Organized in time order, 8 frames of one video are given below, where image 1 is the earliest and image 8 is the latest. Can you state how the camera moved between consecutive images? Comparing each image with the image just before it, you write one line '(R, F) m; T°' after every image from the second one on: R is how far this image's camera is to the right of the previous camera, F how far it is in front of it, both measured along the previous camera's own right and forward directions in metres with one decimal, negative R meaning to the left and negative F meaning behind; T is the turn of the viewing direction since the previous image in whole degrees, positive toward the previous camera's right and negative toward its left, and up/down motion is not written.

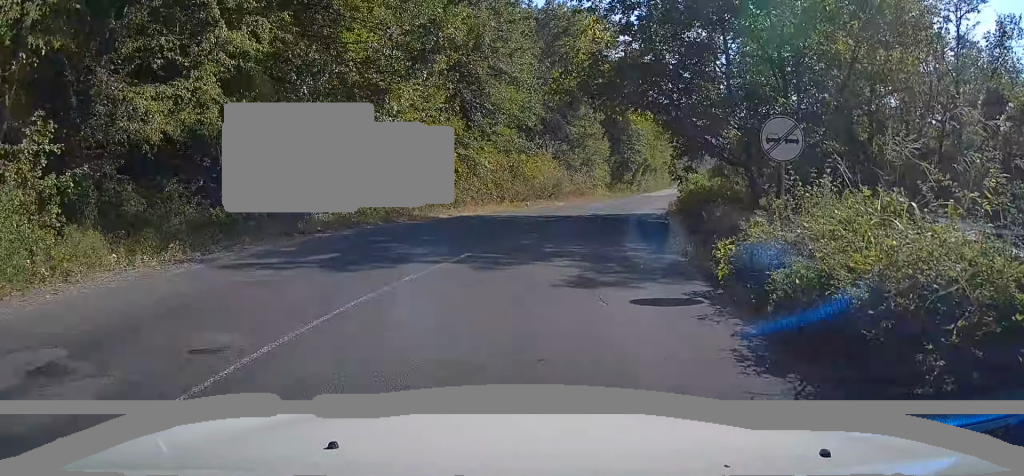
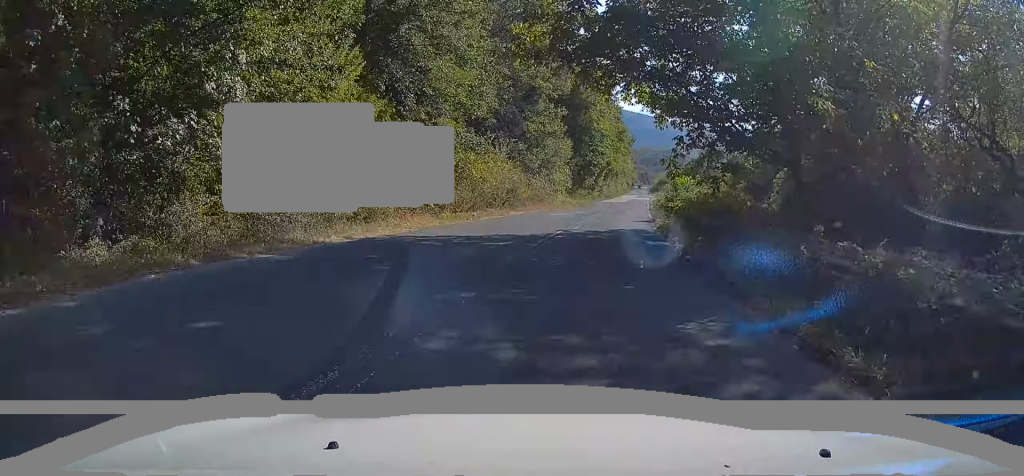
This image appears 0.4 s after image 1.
(-0.1, +8.0) m; +4°
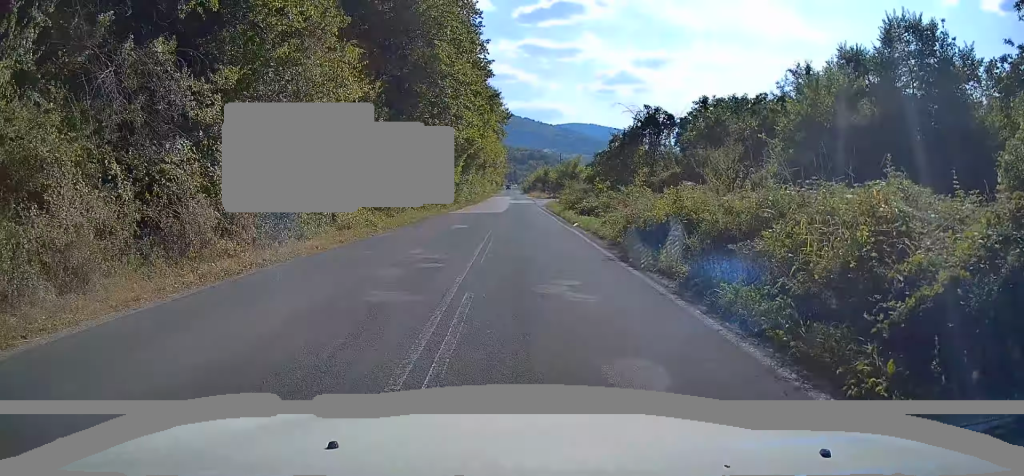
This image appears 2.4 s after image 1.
(+5.0, +36.6) m; +13°
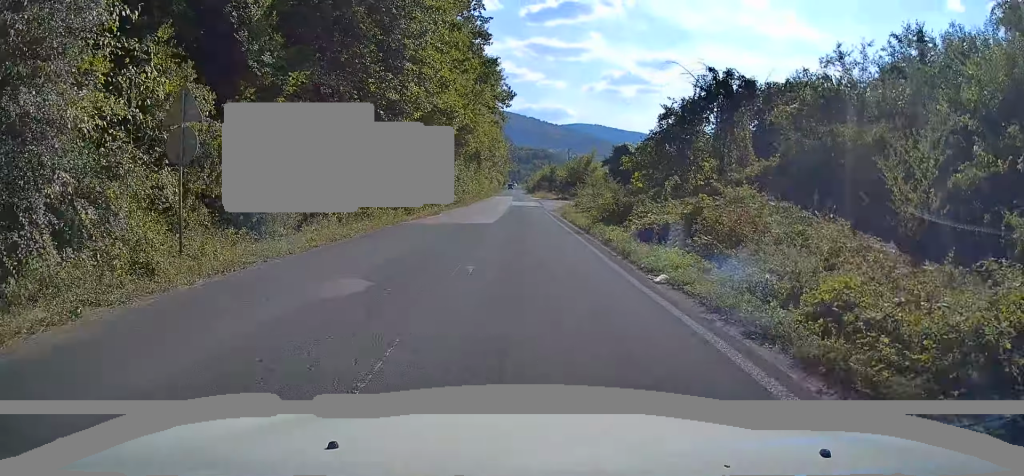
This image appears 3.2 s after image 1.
(+0.5, +15.3) m; 0°
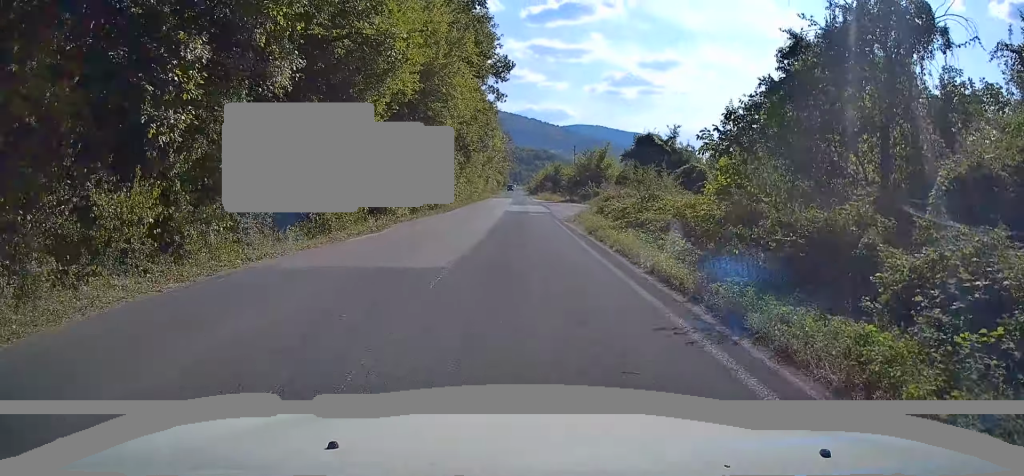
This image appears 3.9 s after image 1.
(-0.2, +14.5) m; -1°
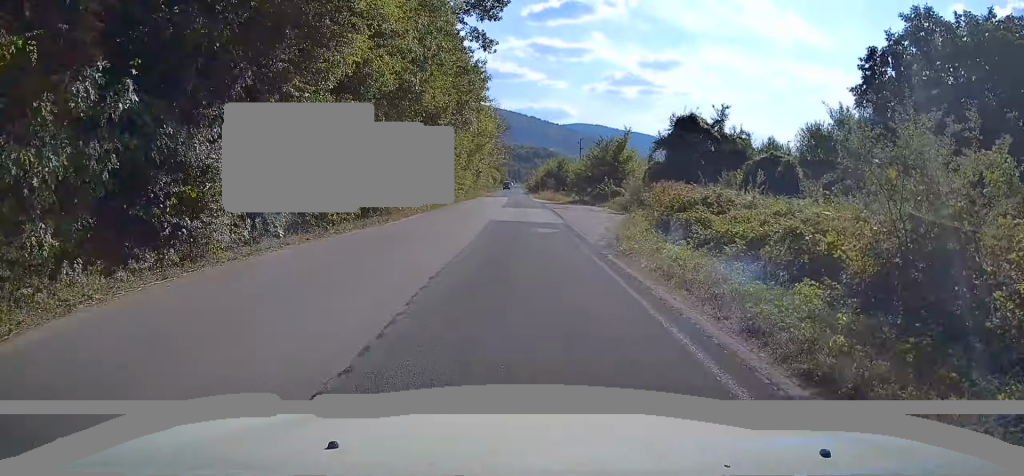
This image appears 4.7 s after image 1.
(-0.2, +16.3) m; 0°
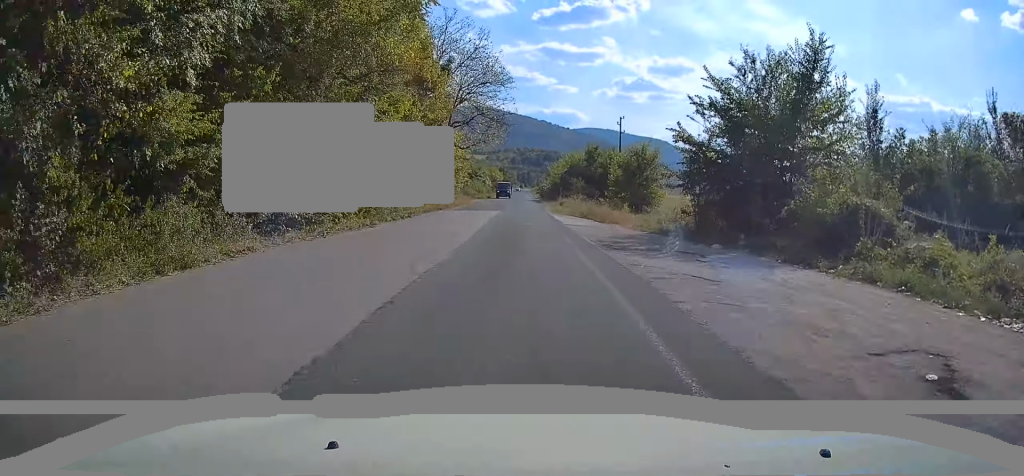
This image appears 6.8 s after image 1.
(+0.4, +43.0) m; +1°
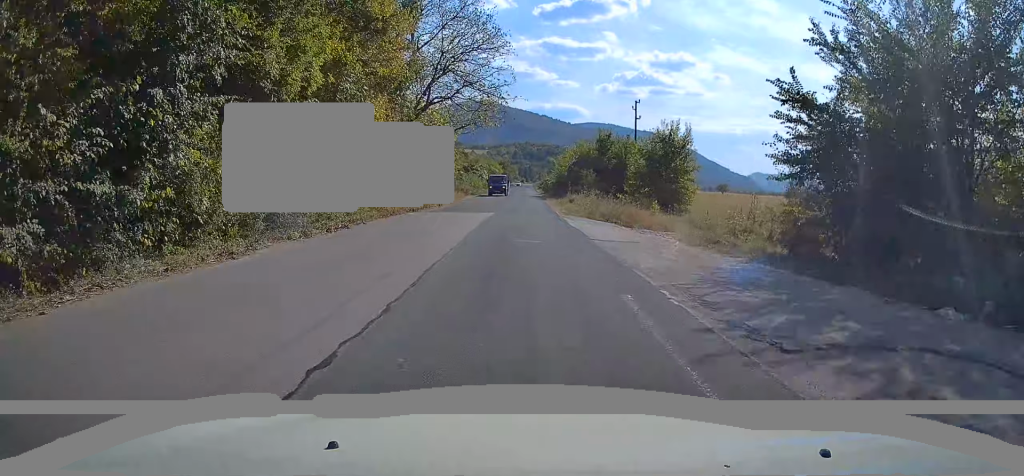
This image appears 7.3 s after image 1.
(0.0, +10.4) m; 0°
